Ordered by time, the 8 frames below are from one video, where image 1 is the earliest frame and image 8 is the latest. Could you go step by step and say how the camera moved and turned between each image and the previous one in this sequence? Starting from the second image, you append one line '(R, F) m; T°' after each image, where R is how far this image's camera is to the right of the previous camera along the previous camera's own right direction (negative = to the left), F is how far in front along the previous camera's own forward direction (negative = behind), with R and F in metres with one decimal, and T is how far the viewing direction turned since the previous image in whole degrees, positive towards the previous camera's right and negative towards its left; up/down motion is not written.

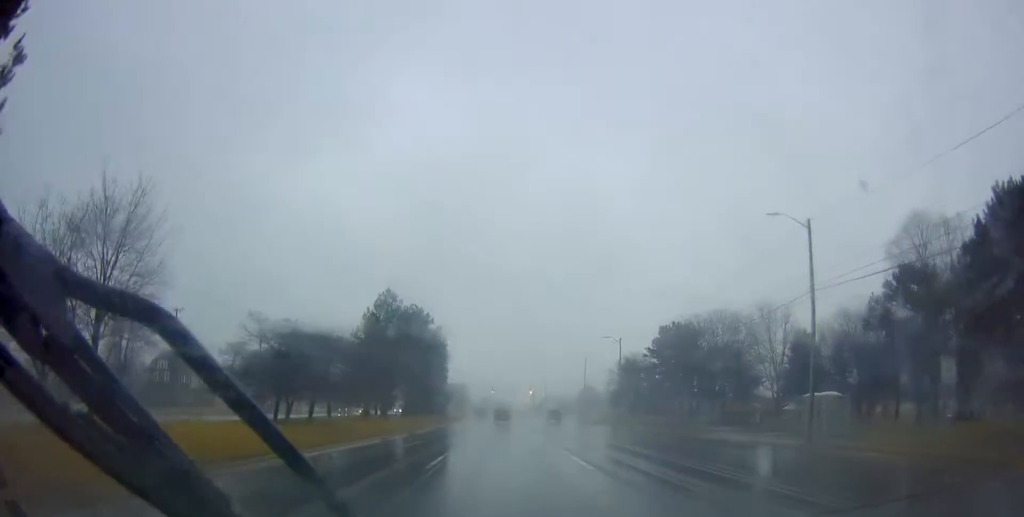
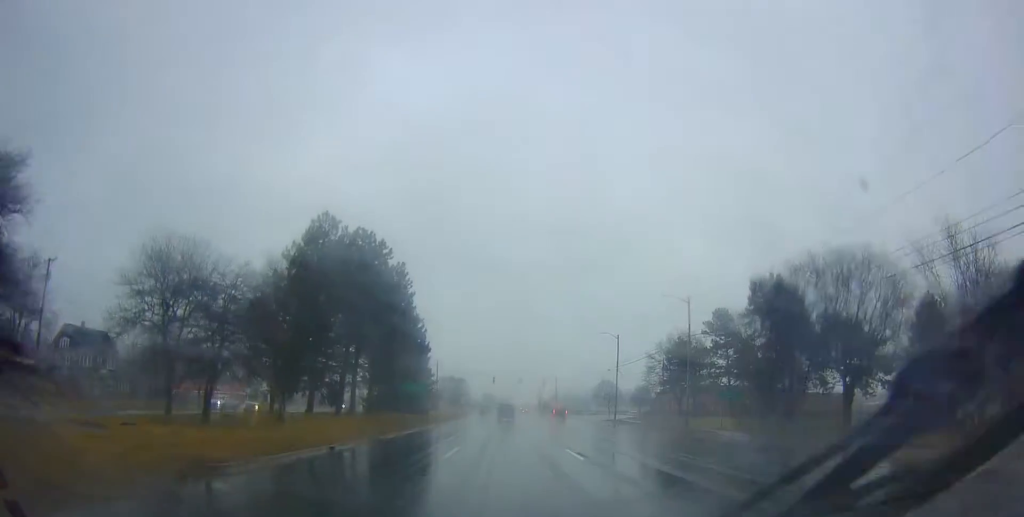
(+0.1, +28.6) m; +1°
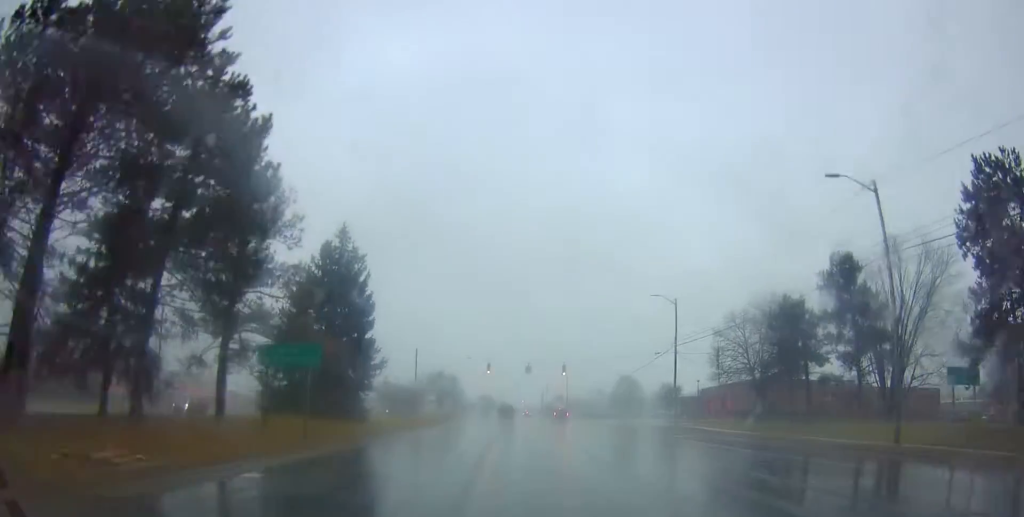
(-0.1, +29.3) m; -1°
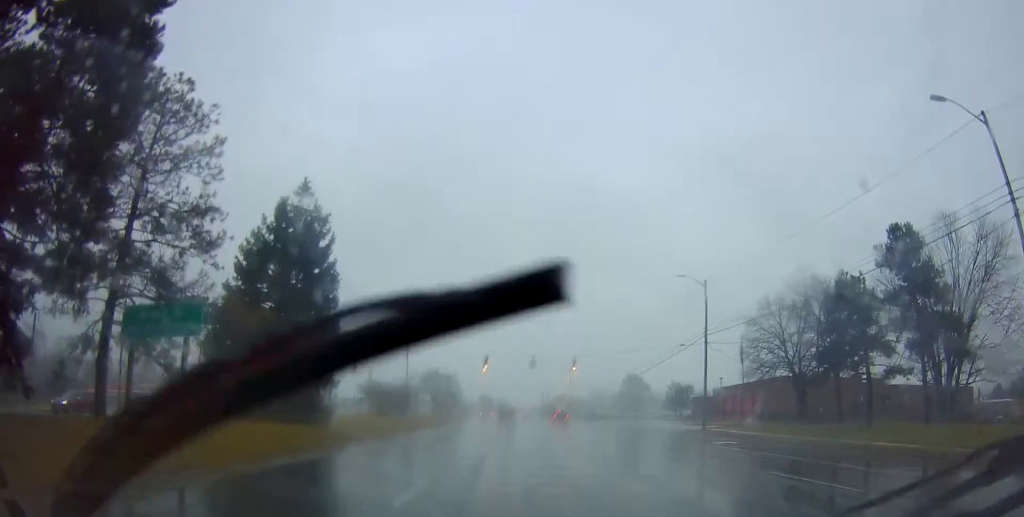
(-0.1, +8.7) m; 0°
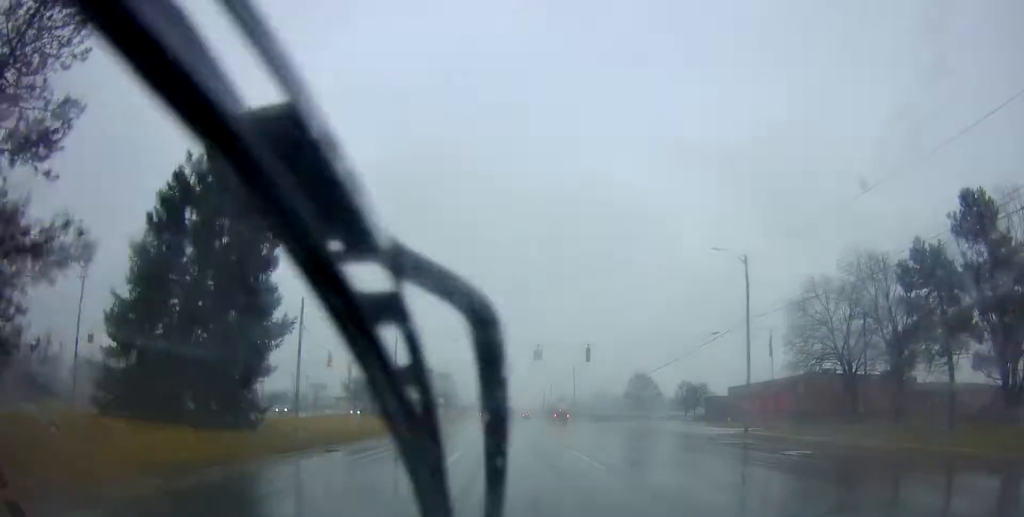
(0.0, +8.8) m; 0°
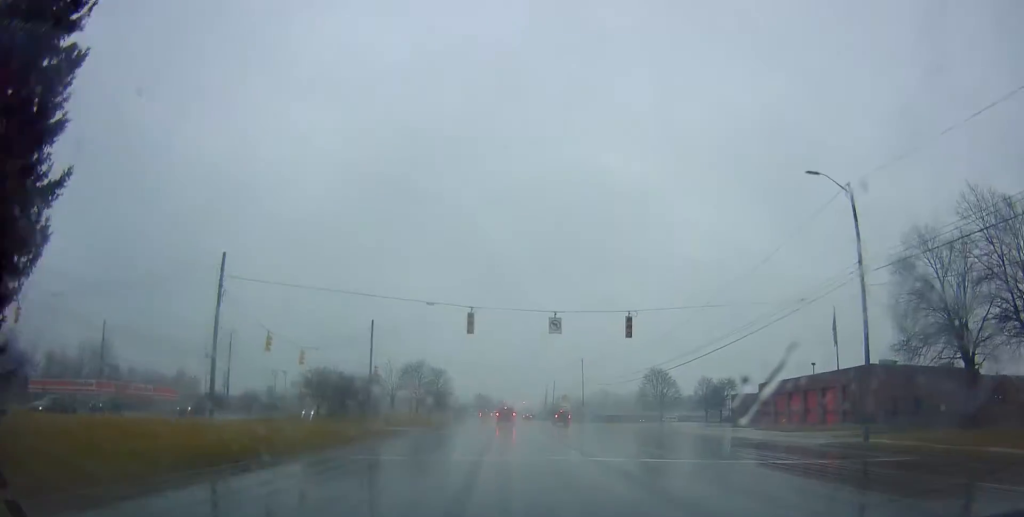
(0.0, +14.2) m; 0°
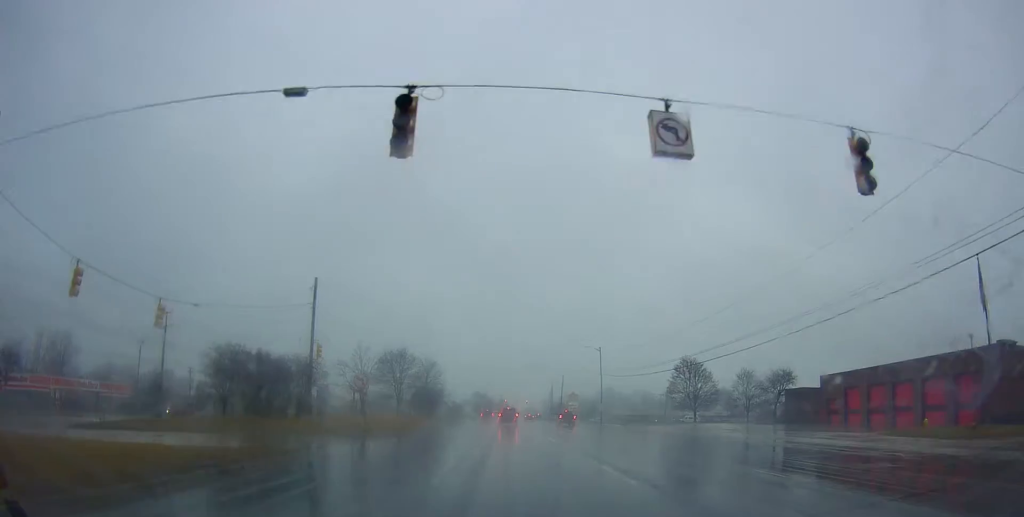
(0.0, +20.3) m; 0°
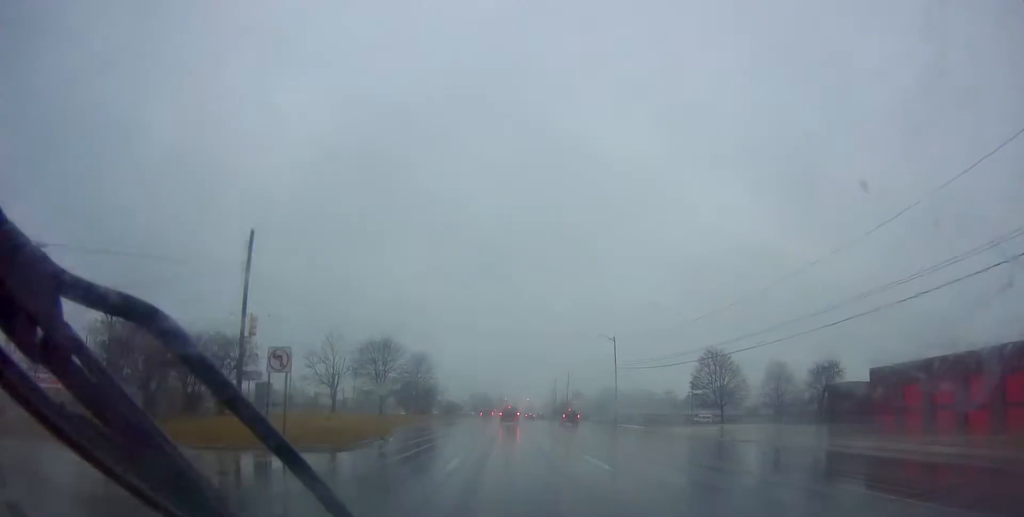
(-0.1, +12.1) m; 0°
